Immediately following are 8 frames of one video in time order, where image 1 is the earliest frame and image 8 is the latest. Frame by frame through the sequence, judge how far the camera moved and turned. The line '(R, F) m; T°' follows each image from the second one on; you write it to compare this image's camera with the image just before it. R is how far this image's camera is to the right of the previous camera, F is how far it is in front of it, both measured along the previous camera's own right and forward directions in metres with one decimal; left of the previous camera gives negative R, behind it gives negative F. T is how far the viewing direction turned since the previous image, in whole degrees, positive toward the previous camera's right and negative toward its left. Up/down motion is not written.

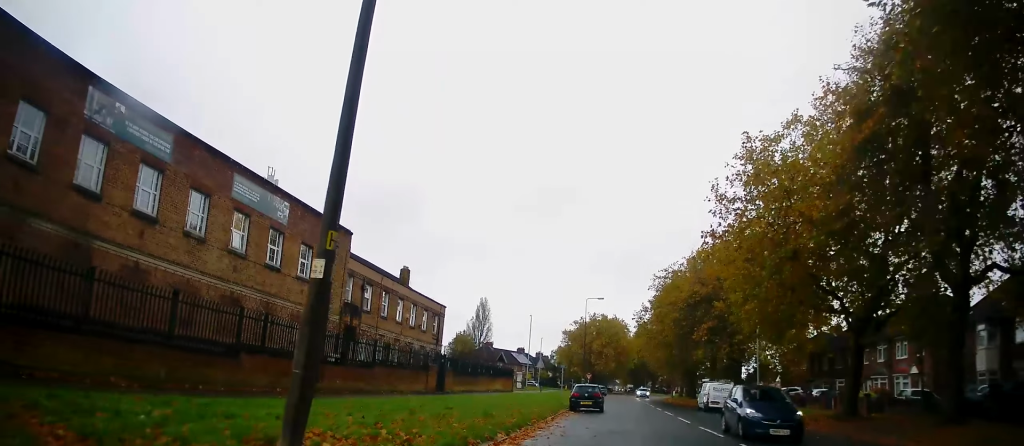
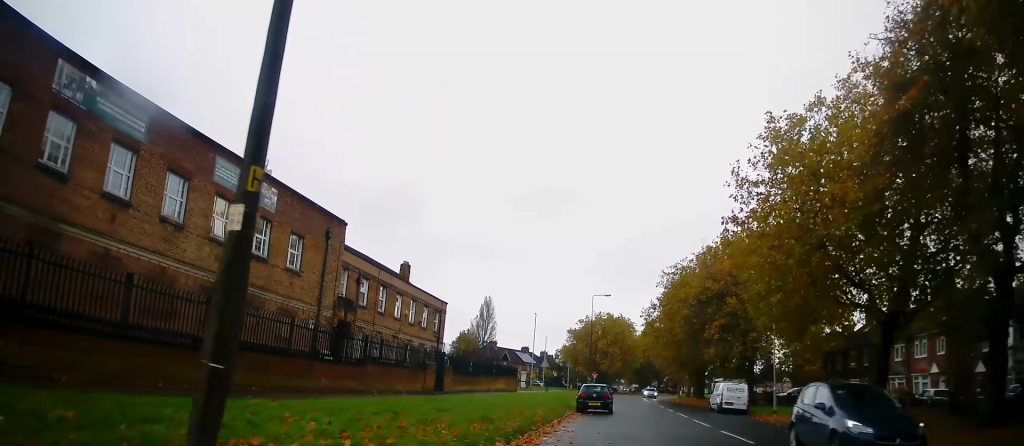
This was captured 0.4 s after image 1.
(+0.1, +2.0) m; +2°
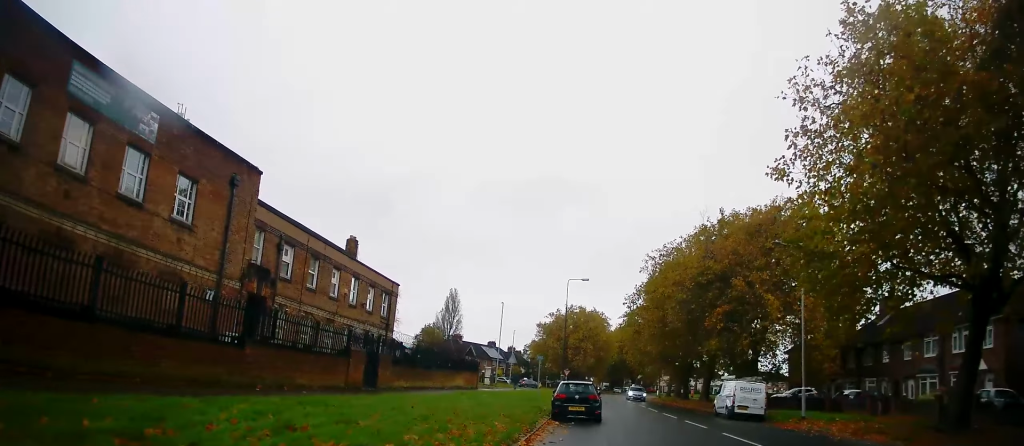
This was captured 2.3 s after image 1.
(-0.2, +7.4) m; +2°
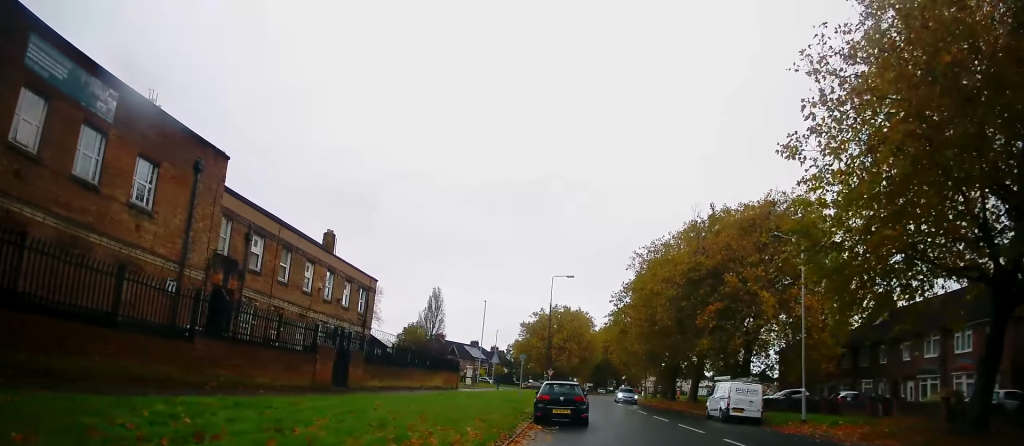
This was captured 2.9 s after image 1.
(+0.2, +1.6) m; +6°
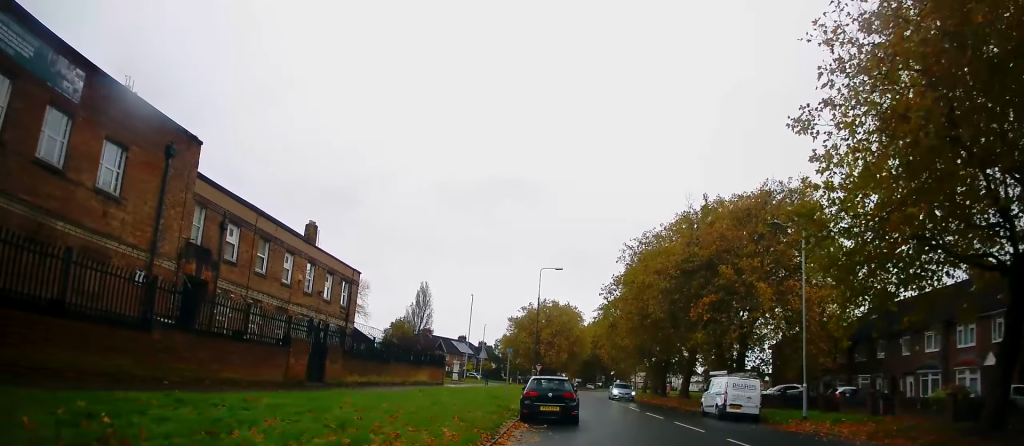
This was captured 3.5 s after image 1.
(+0.1, +1.4) m; +6°
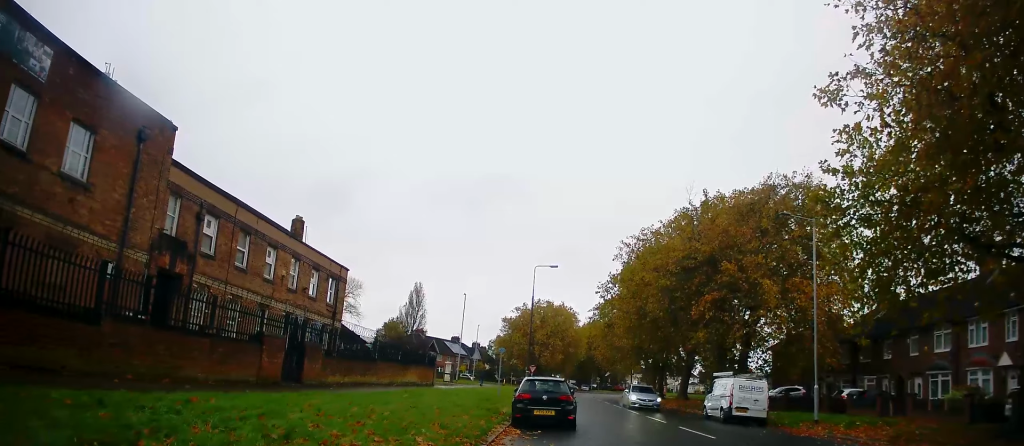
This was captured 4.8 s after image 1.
(0.0, +1.4) m; 0°
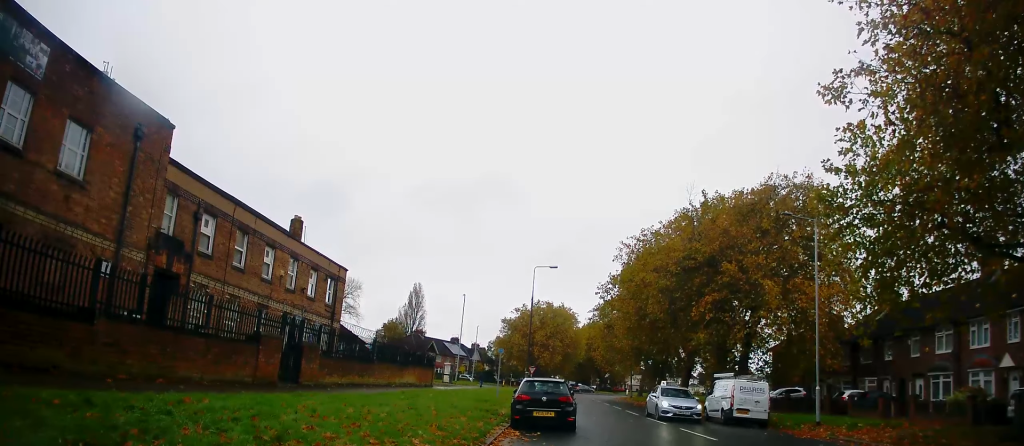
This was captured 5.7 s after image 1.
(-0.1, +0.2) m; 0°
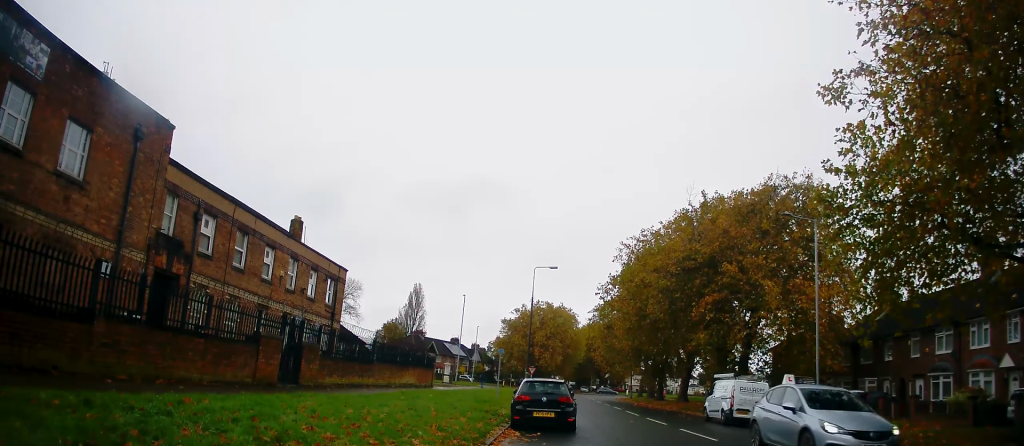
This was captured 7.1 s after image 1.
(0.0, 0.0) m; 0°
